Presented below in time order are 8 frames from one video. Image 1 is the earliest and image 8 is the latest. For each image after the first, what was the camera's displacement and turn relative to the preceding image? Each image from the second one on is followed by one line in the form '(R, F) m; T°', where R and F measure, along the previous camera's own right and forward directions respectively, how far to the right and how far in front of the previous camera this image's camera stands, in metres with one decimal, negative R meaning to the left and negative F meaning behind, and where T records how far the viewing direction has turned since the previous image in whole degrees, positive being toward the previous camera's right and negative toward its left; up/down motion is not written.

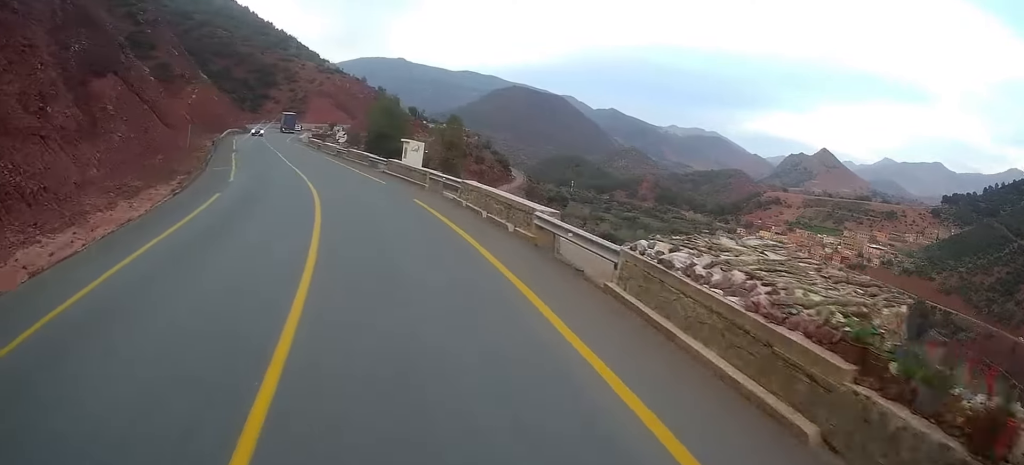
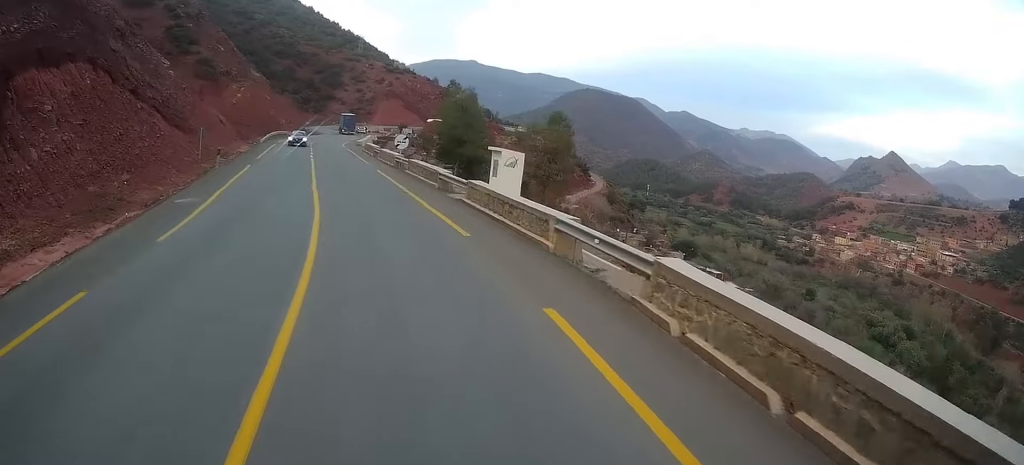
(-0.1, +12.2) m; -5°
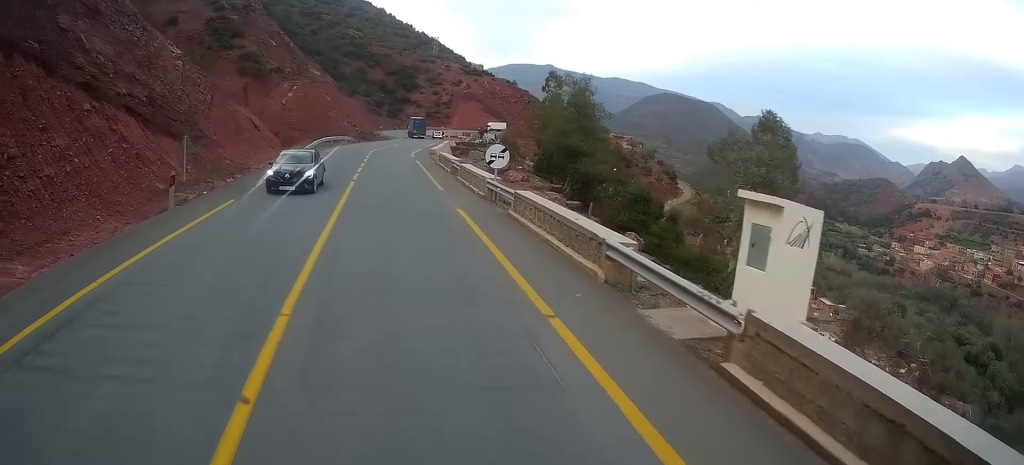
(-1.1, +13.8) m; -8°
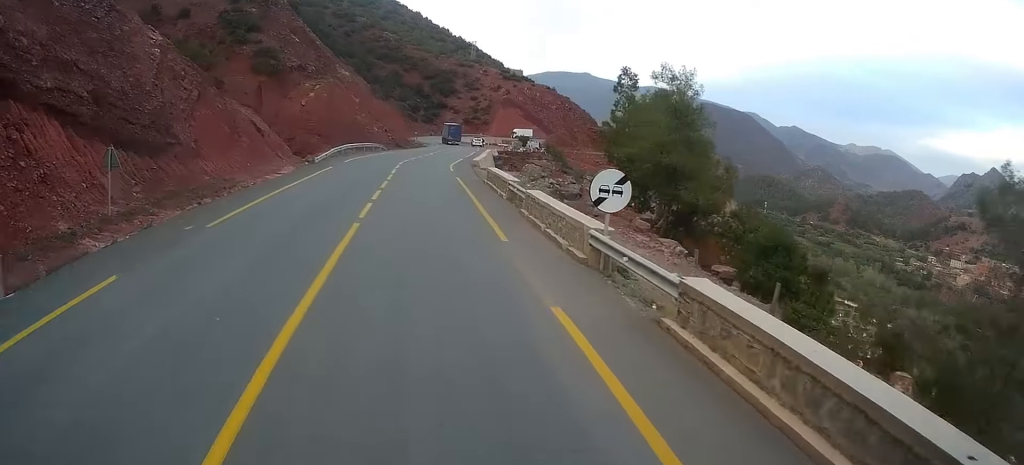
(-0.7, +9.6) m; -4°
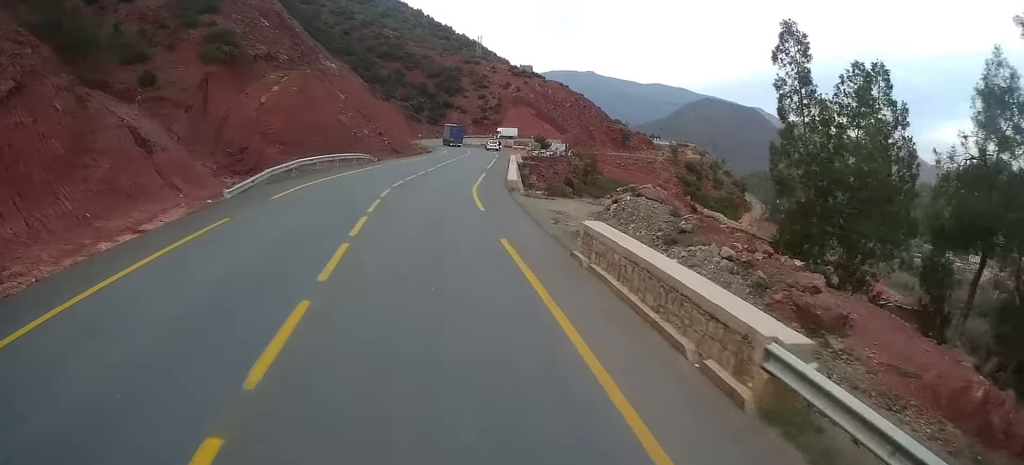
(+0.2, +18.9) m; +2°
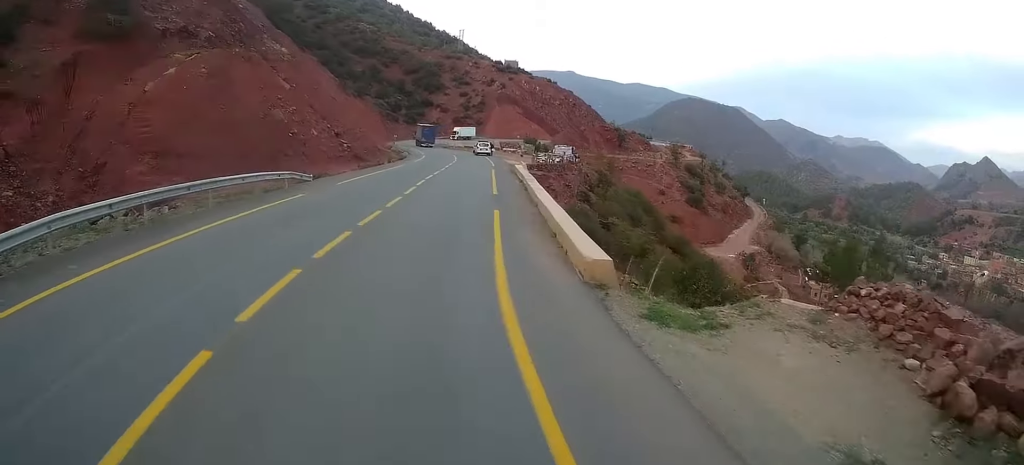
(+0.2, +18.8) m; 0°
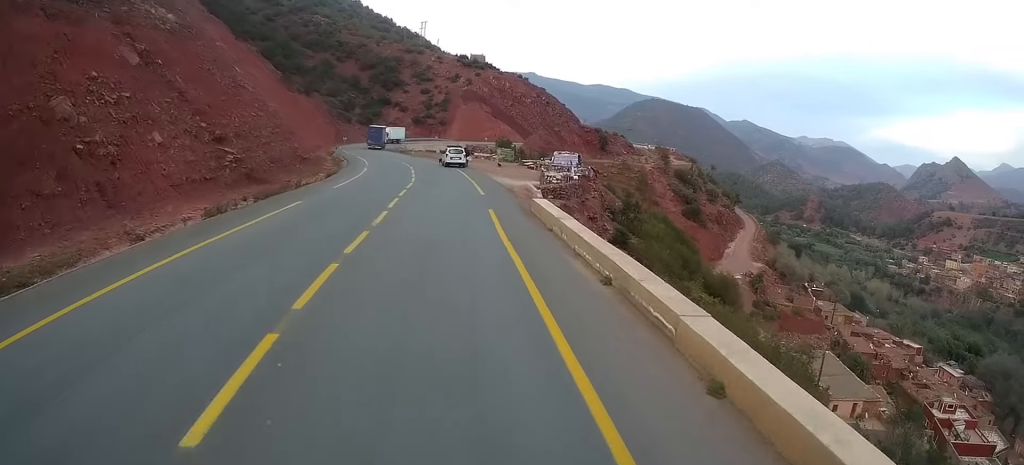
(-0.4, +23.9) m; -1°
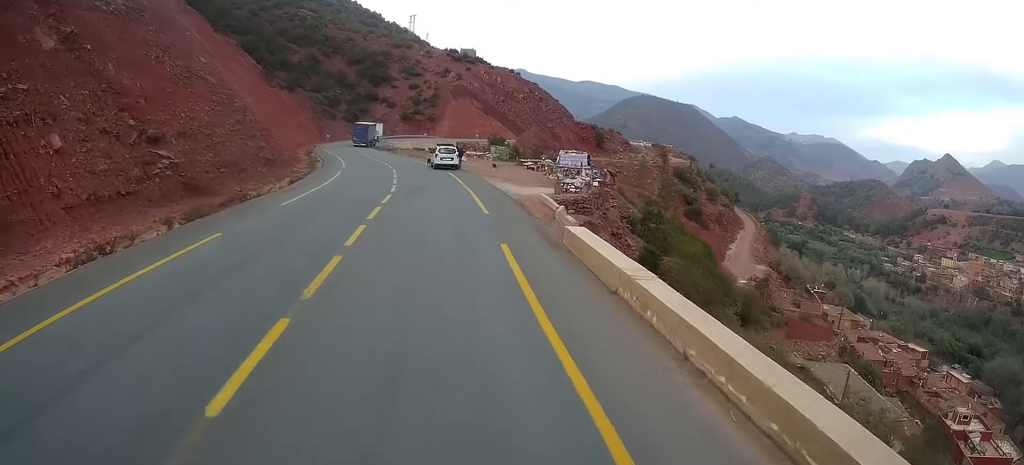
(-0.1, +7.5) m; +1°
